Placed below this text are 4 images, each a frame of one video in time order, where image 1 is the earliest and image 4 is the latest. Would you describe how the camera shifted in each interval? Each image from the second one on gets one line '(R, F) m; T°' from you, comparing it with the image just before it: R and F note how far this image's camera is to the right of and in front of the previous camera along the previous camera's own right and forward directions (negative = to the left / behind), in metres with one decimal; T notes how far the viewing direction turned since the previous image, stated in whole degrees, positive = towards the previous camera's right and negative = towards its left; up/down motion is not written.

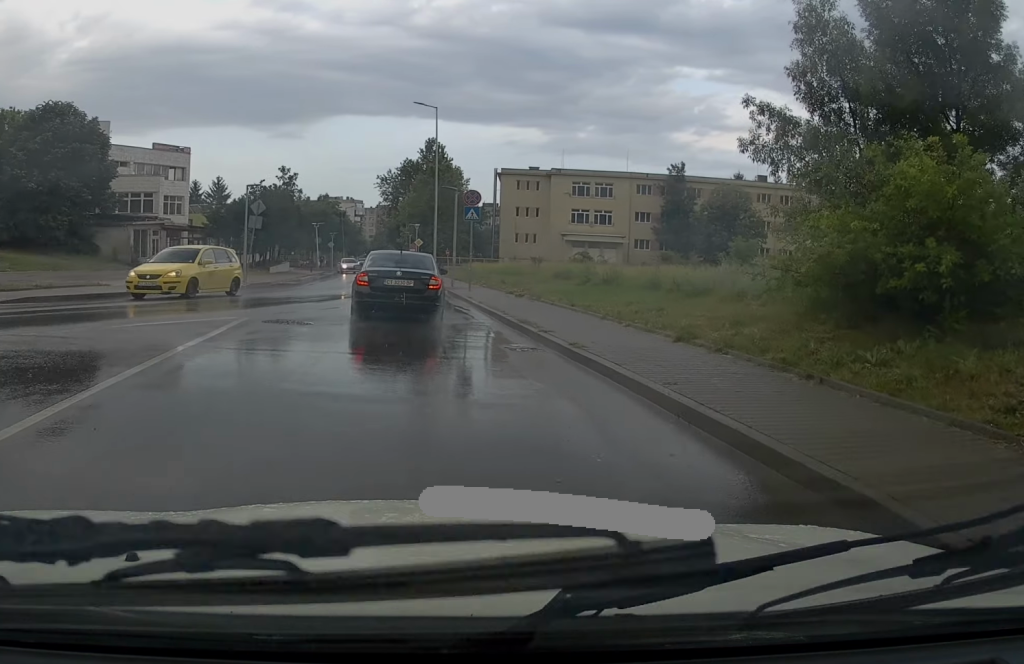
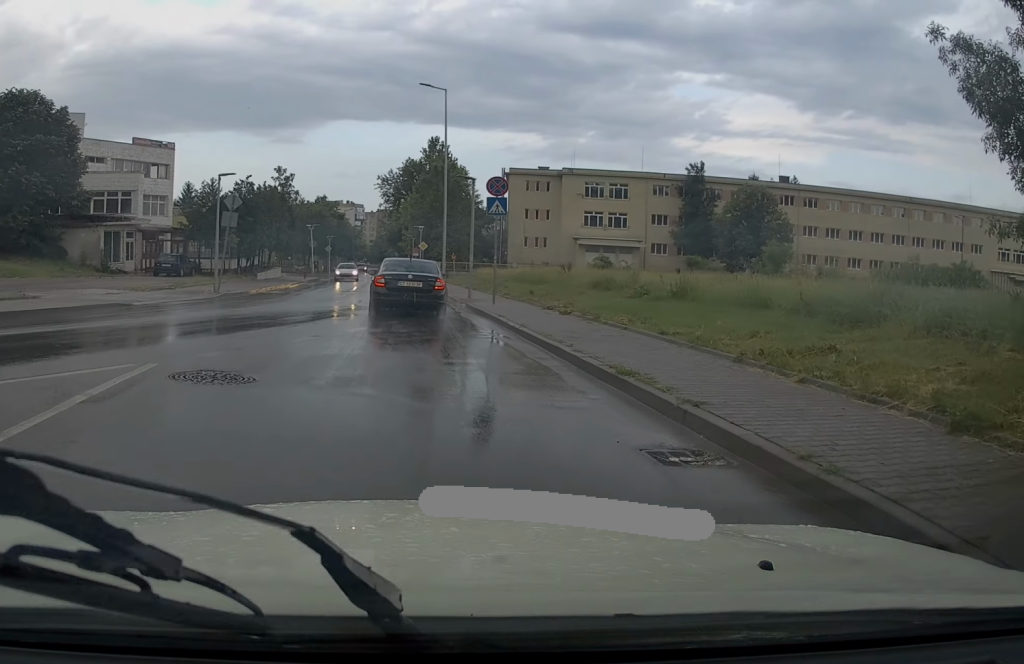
(+0.3, +5.4) m; +2°
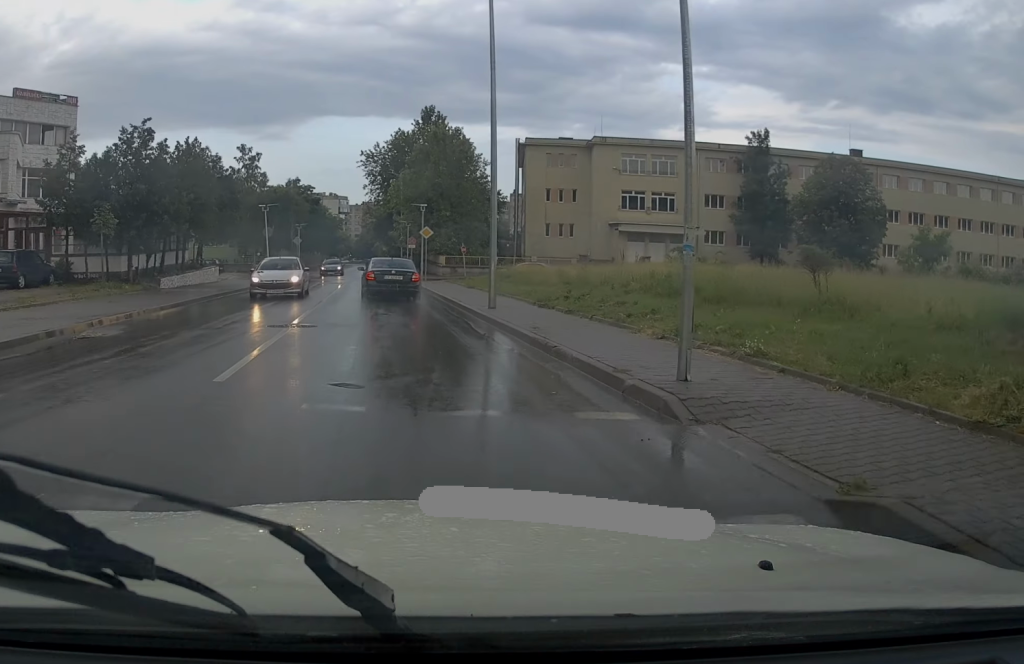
(-0.7, +17.5) m; -2°
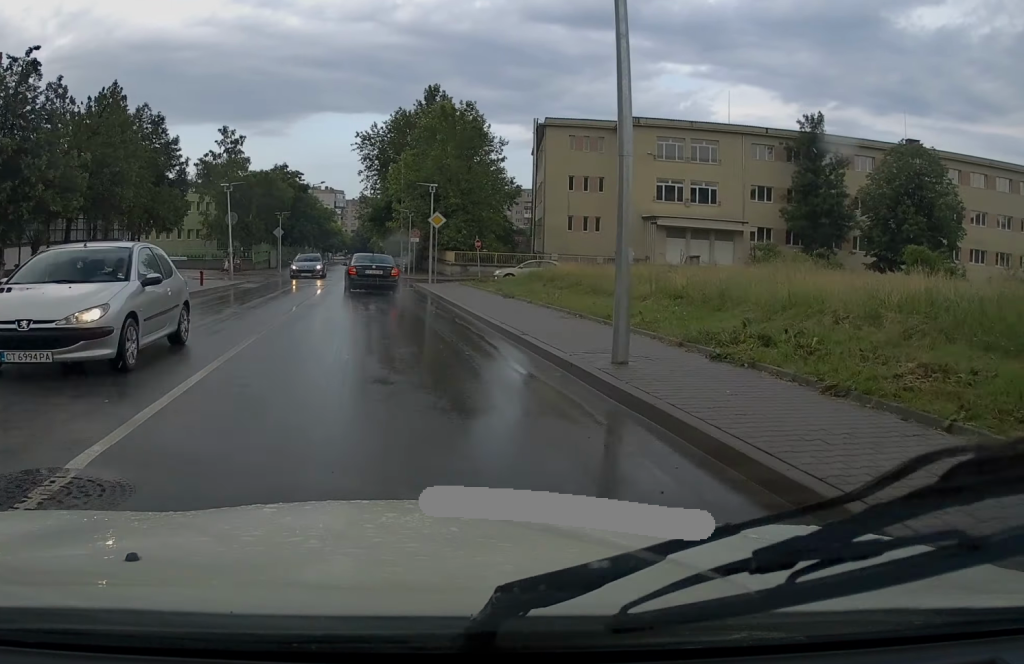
(+0.1, +10.1) m; +1°
